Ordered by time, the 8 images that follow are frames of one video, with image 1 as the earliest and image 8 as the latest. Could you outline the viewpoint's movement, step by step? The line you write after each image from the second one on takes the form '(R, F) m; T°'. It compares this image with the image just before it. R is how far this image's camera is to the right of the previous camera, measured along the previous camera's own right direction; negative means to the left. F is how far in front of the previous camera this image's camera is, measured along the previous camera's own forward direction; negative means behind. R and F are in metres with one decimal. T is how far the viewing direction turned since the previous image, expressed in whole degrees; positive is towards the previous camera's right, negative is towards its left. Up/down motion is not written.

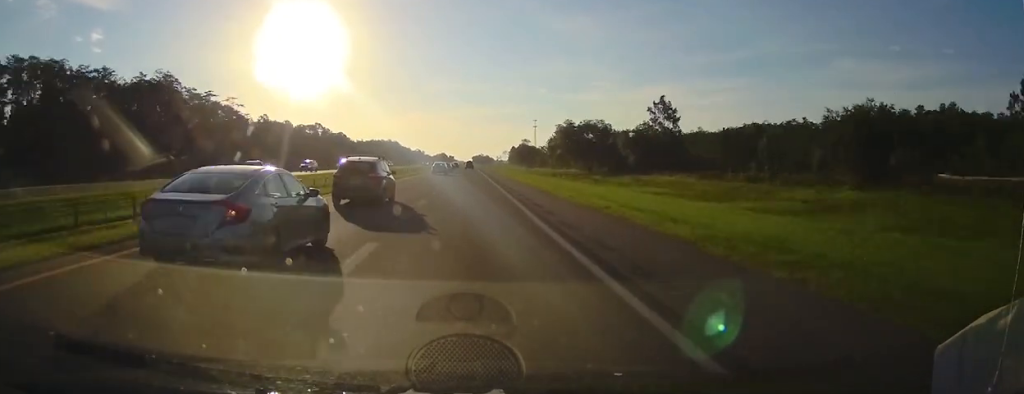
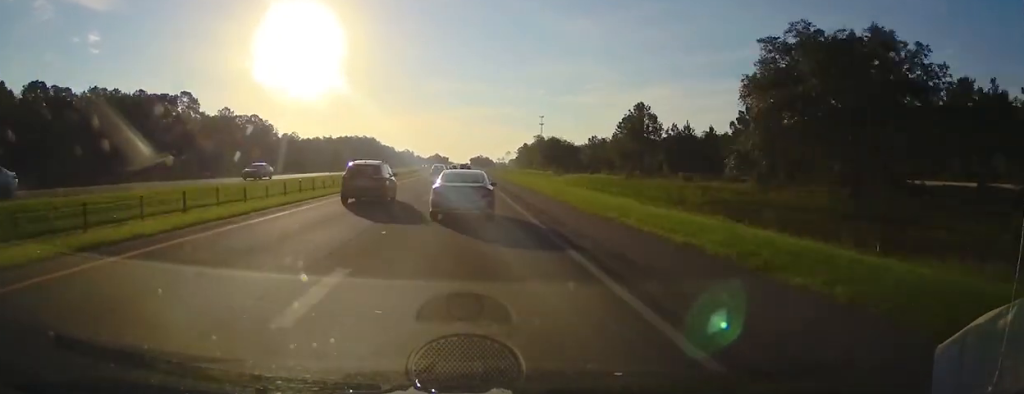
(+0.2, +113.1) m; 0°
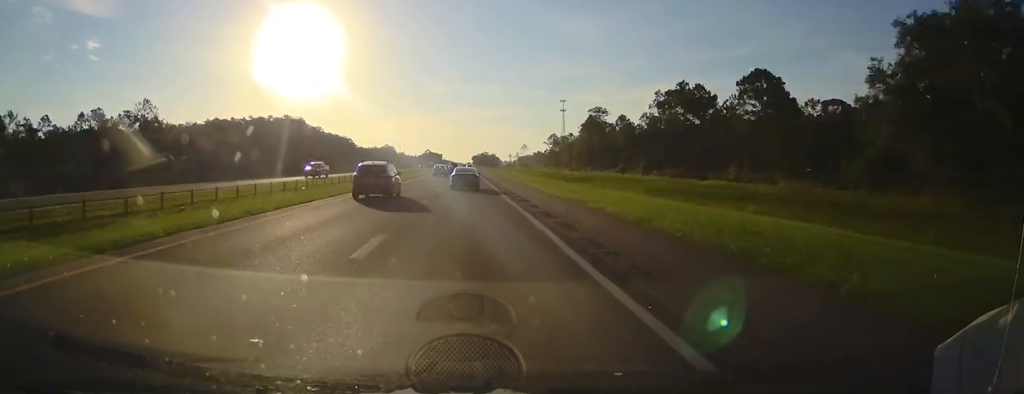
(+0.1, +189.2) m; 0°
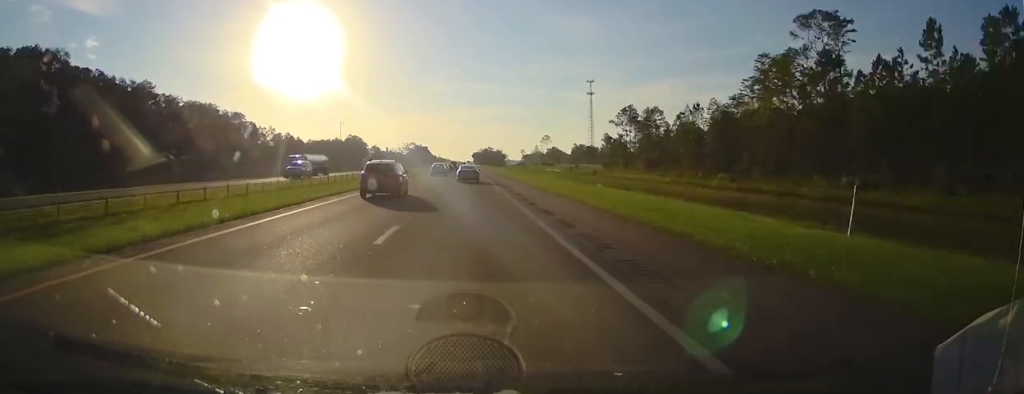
(+0.2, +141.4) m; 0°
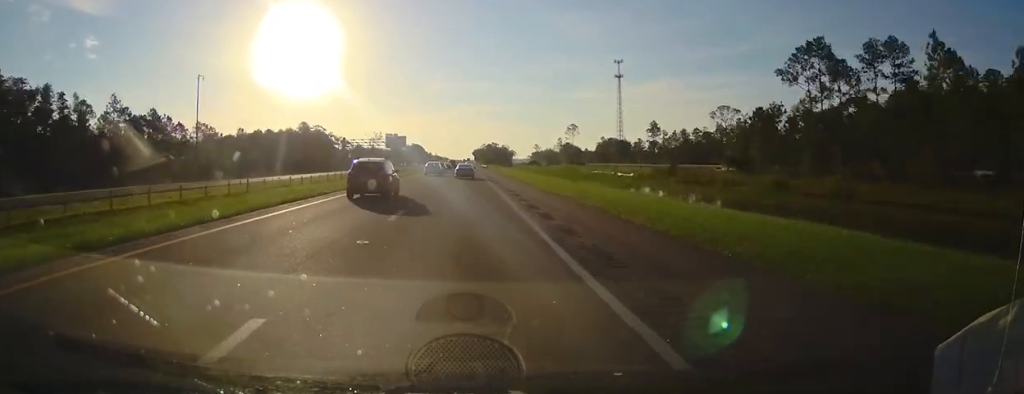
(-0.1, +87.8) m; 0°
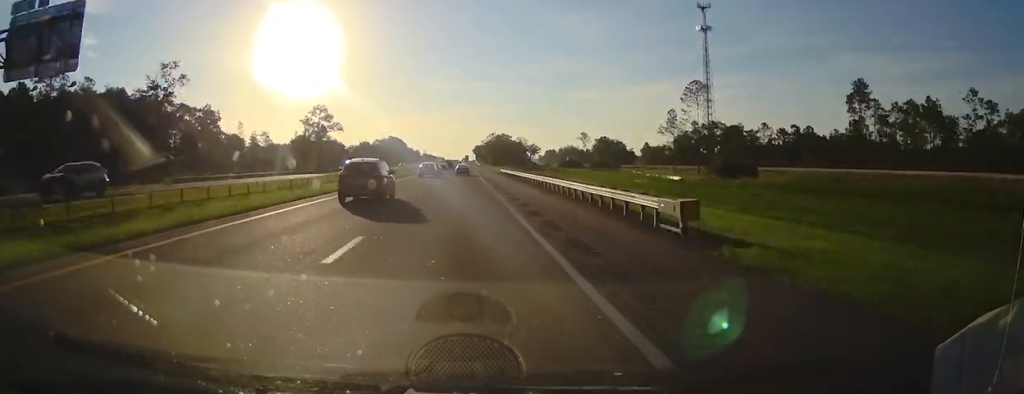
(-0.4, +151.1) m; 0°
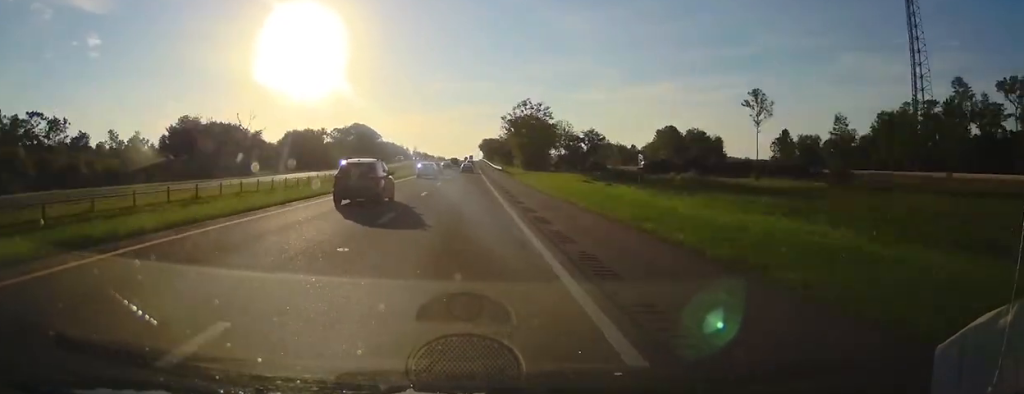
(+0.2, +130.1) m; 0°
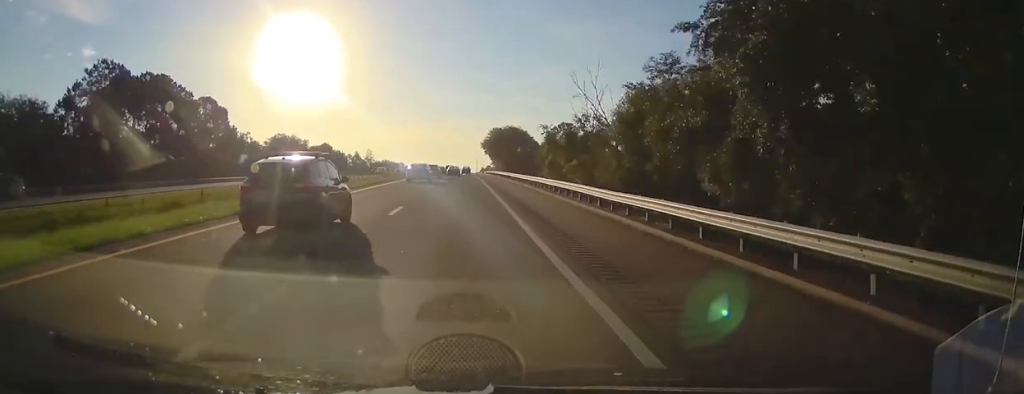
(+0.4, +167.3) m; 0°
